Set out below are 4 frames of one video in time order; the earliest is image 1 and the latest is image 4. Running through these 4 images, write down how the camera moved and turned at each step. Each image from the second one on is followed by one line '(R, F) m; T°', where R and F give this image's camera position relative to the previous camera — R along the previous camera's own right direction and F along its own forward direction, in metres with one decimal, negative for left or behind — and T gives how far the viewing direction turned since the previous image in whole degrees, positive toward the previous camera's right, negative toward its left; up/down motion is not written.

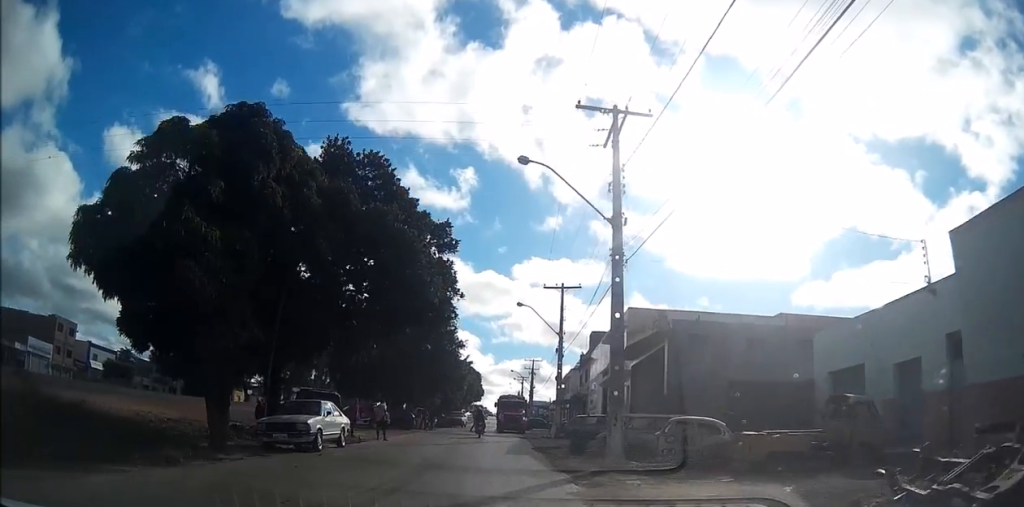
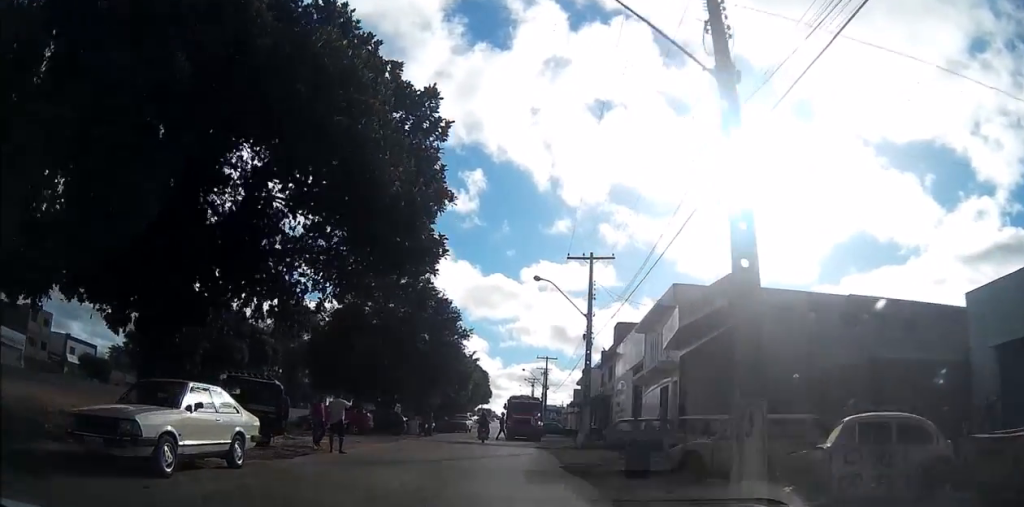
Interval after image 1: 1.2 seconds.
(-0.2, +8.4) m; -1°
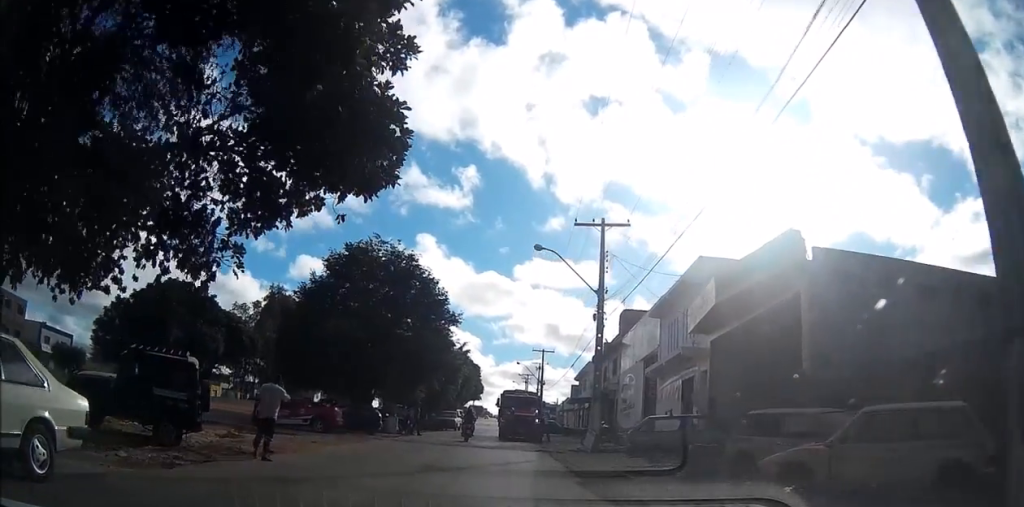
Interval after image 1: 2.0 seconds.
(0.0, +5.5) m; +1°
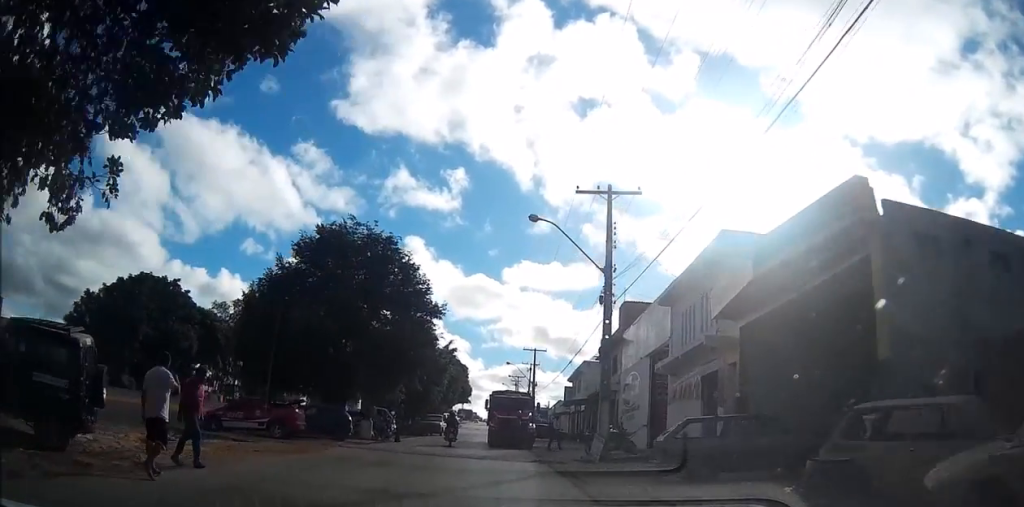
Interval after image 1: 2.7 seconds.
(0.0, +4.4) m; +1°
